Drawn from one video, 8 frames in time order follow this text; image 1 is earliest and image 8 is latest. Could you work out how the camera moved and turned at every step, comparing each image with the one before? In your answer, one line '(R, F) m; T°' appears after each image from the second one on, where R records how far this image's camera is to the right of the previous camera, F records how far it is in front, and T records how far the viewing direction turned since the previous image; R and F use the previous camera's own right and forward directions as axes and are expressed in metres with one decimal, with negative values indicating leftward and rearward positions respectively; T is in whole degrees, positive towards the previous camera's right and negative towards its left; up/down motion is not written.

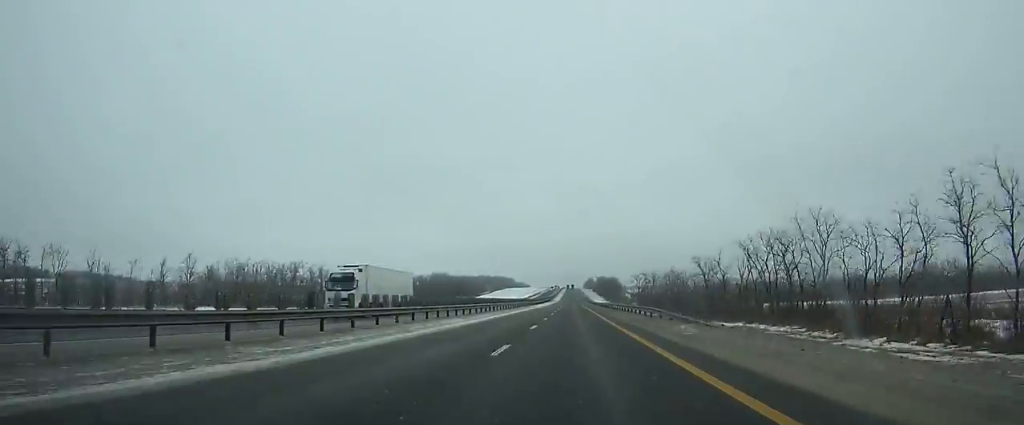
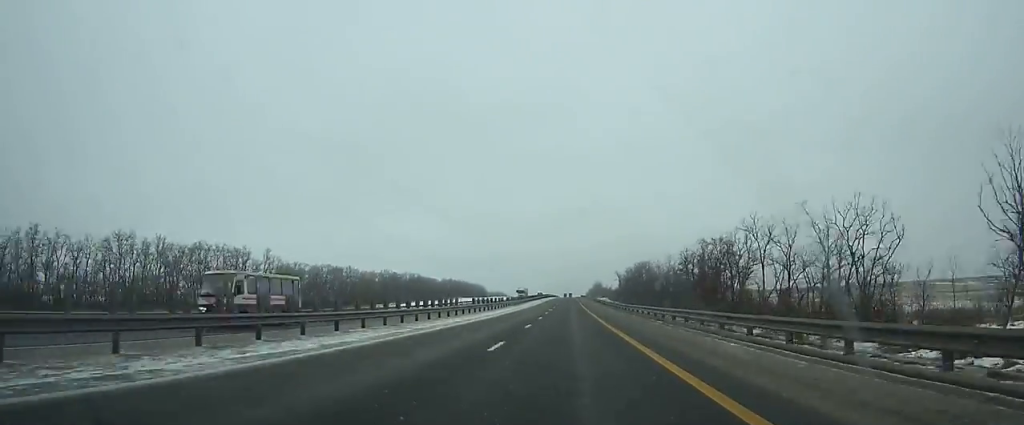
(+0.3, +249.8) m; 0°
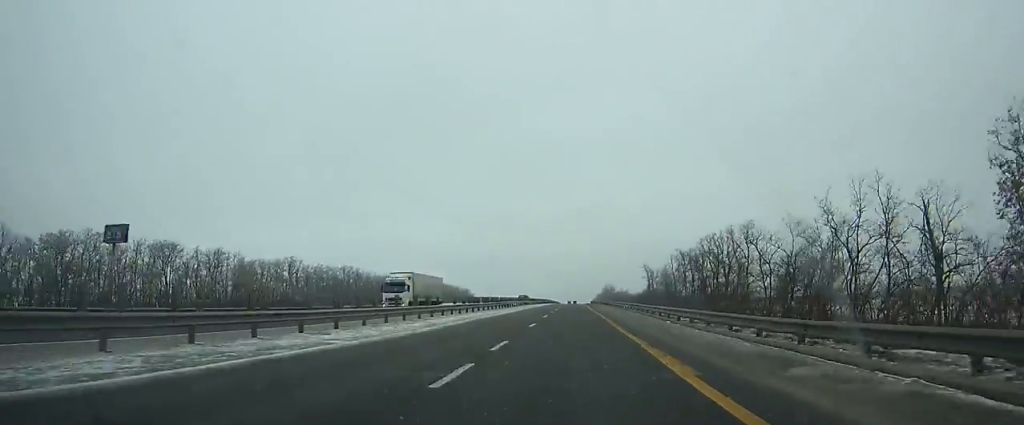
(-0.1, +89.7) m; 0°
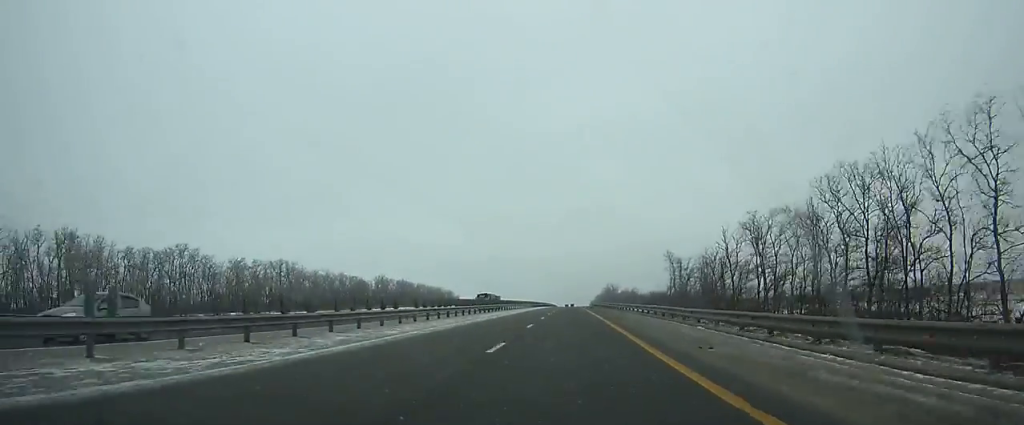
(0.0, +47.8) m; 0°
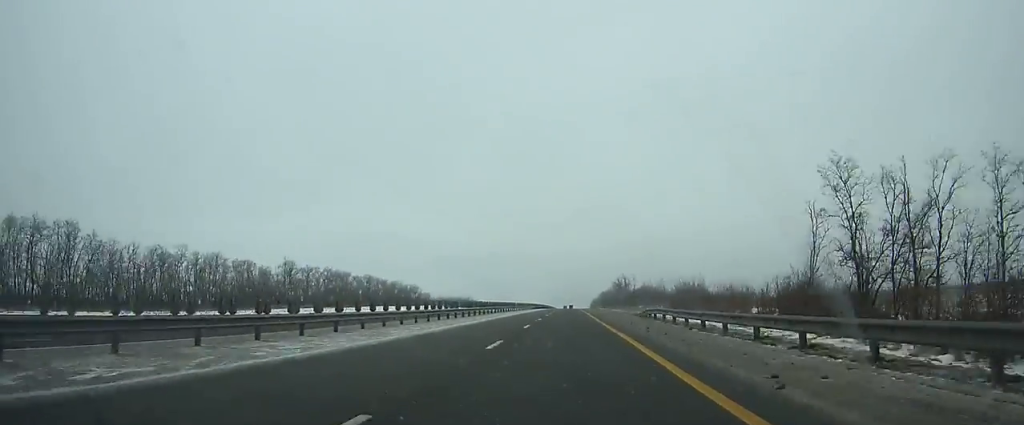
(0.0, +82.2) m; 0°
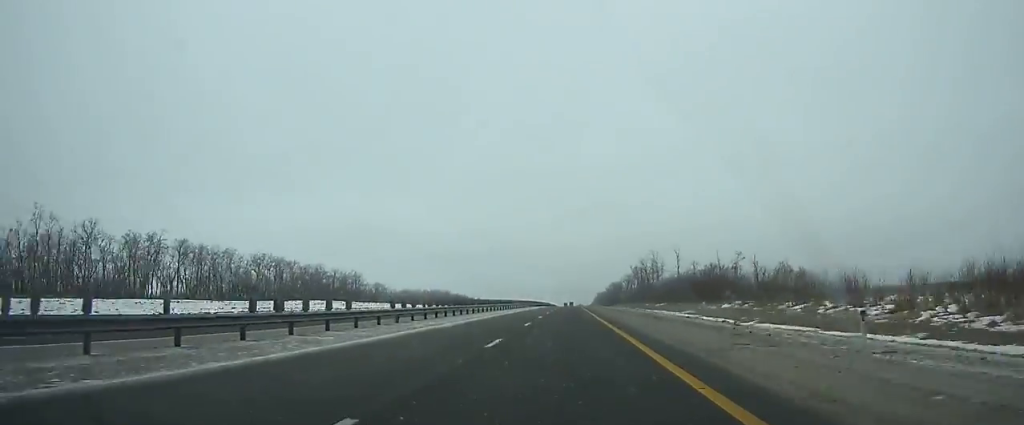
(-0.1, +84.7) m; 0°
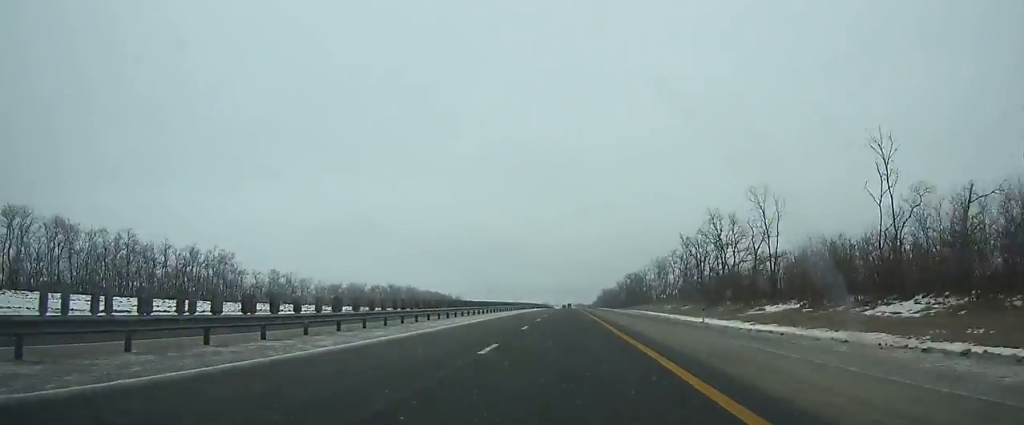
(-0.1, +87.6) m; 0°
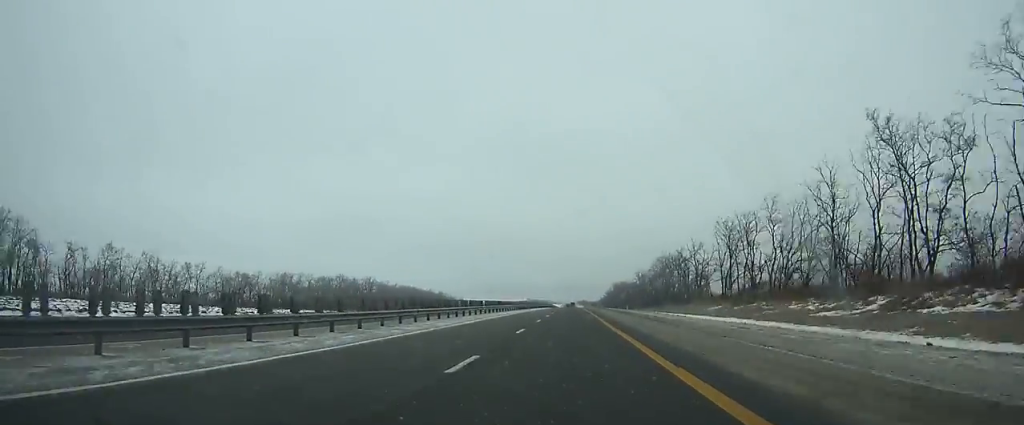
(0.0, +66.1) m; 0°
